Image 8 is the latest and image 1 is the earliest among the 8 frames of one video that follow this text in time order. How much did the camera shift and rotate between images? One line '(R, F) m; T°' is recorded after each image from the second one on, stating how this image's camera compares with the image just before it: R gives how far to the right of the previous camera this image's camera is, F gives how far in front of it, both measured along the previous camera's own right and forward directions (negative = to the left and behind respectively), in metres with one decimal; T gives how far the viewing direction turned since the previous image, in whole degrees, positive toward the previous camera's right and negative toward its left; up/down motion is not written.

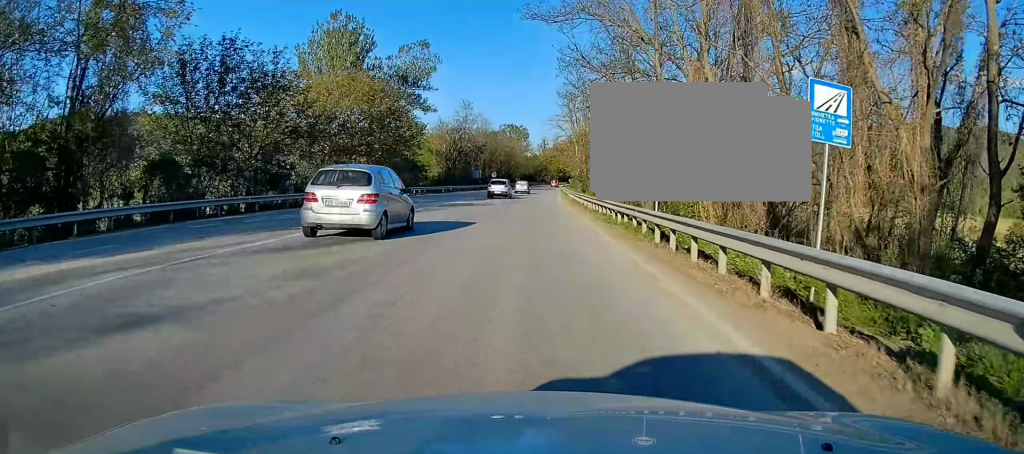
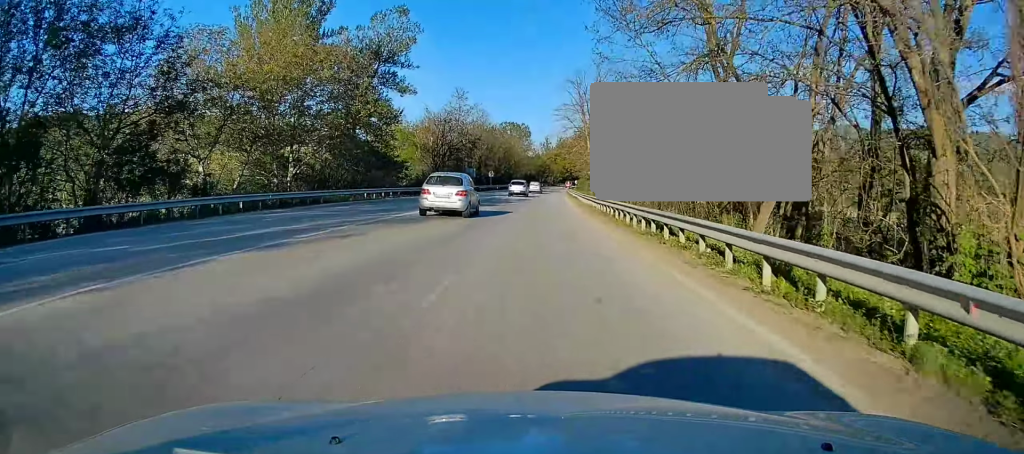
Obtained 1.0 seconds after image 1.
(+0.1, +14.2) m; 0°
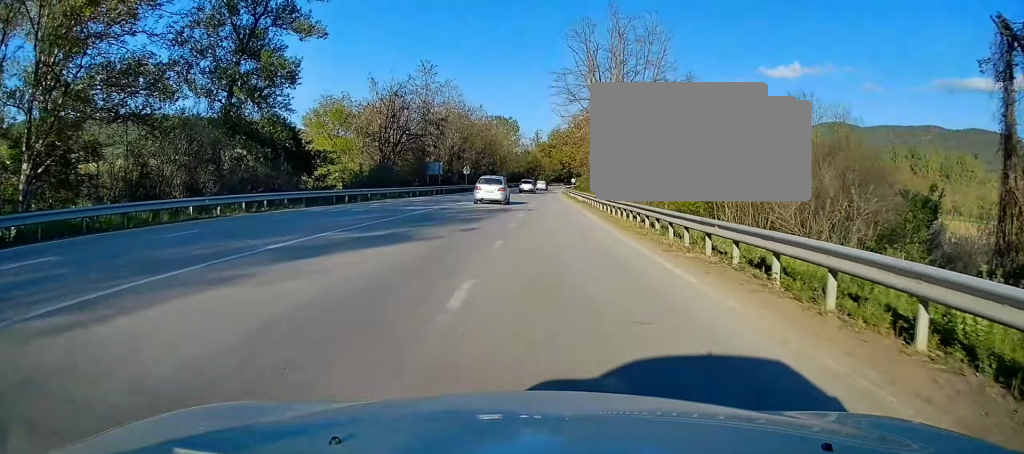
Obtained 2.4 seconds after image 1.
(+0.2, +22.8) m; +1°
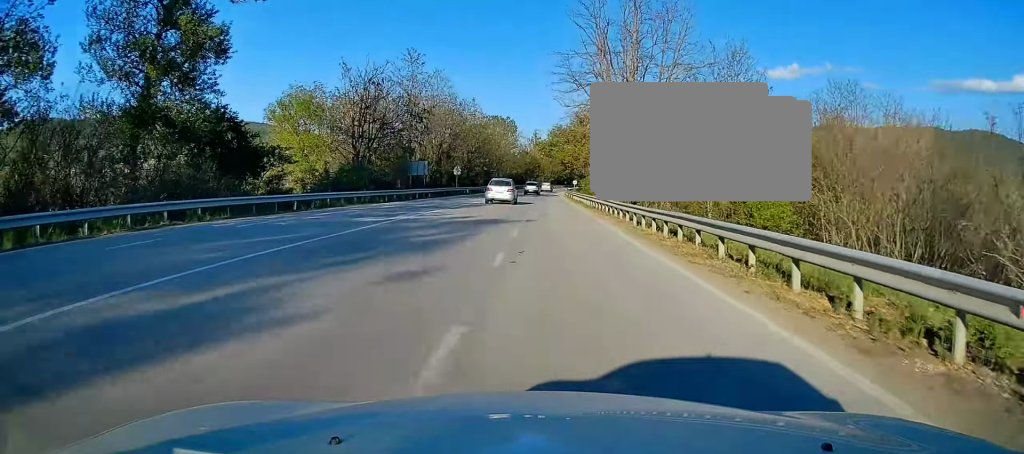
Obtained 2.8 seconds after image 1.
(0.0, +8.1) m; 0°
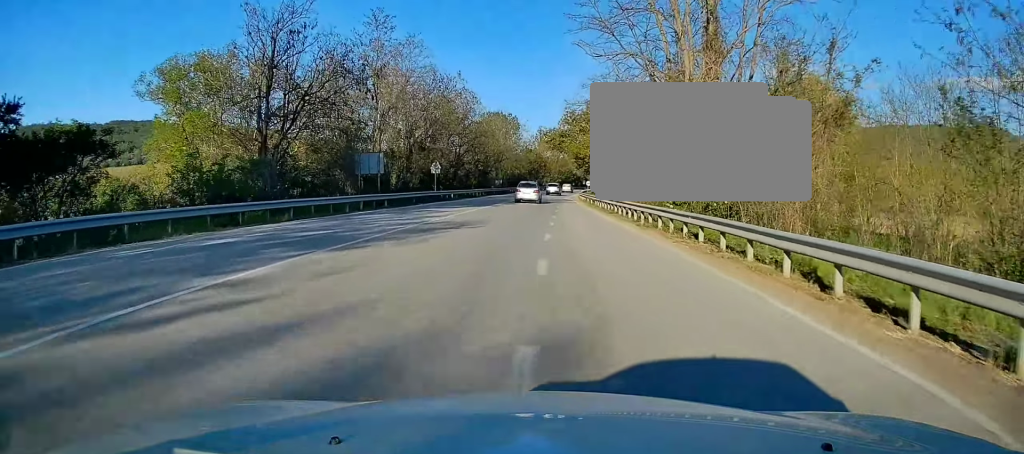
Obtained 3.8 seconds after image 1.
(+0.1, +17.9) m; 0°
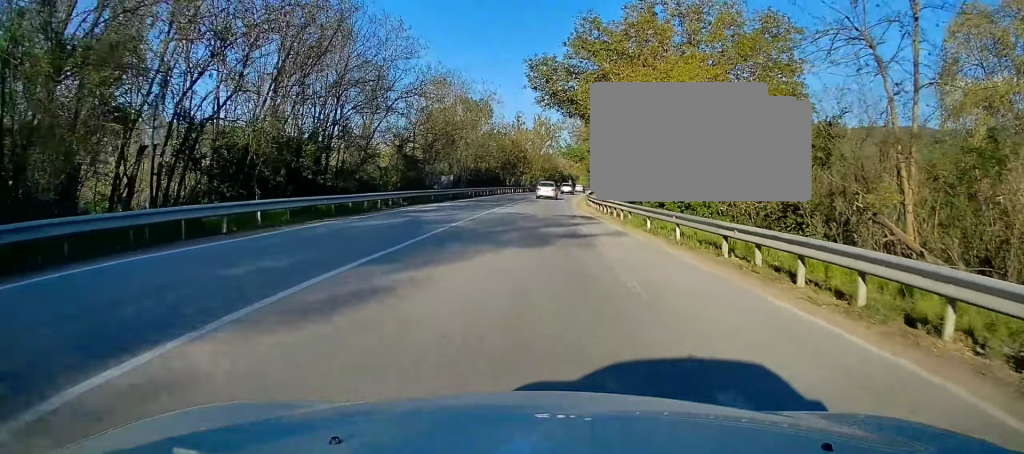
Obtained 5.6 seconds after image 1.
(+0.1, +35.9) m; +1°
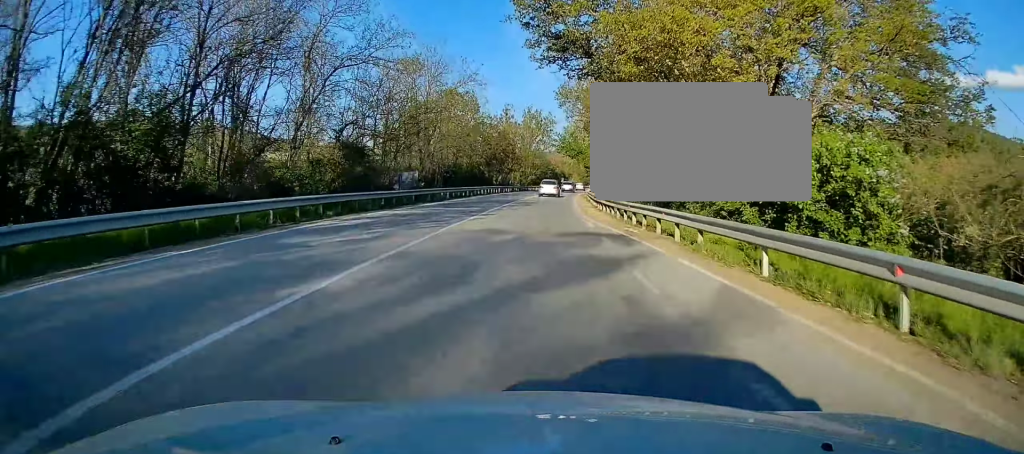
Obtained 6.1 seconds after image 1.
(+0.1, +11.6) m; +1°
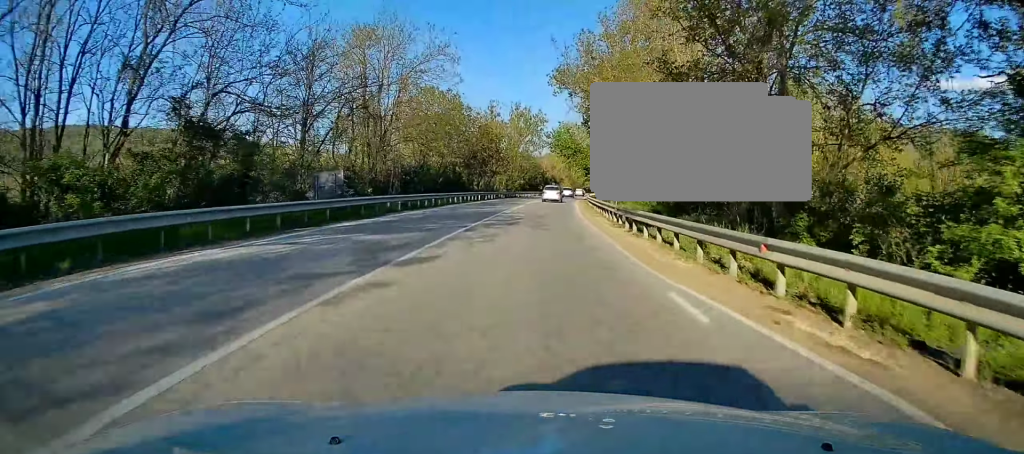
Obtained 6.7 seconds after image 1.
(+0.2, +13.3) m; +1°
